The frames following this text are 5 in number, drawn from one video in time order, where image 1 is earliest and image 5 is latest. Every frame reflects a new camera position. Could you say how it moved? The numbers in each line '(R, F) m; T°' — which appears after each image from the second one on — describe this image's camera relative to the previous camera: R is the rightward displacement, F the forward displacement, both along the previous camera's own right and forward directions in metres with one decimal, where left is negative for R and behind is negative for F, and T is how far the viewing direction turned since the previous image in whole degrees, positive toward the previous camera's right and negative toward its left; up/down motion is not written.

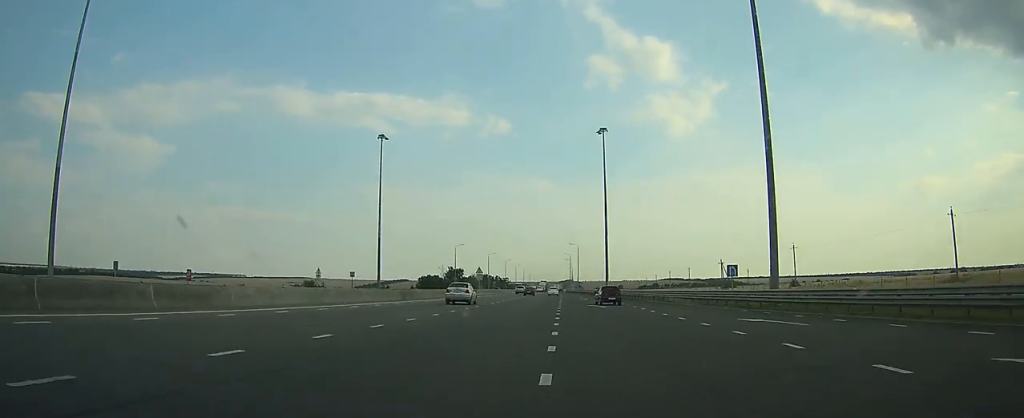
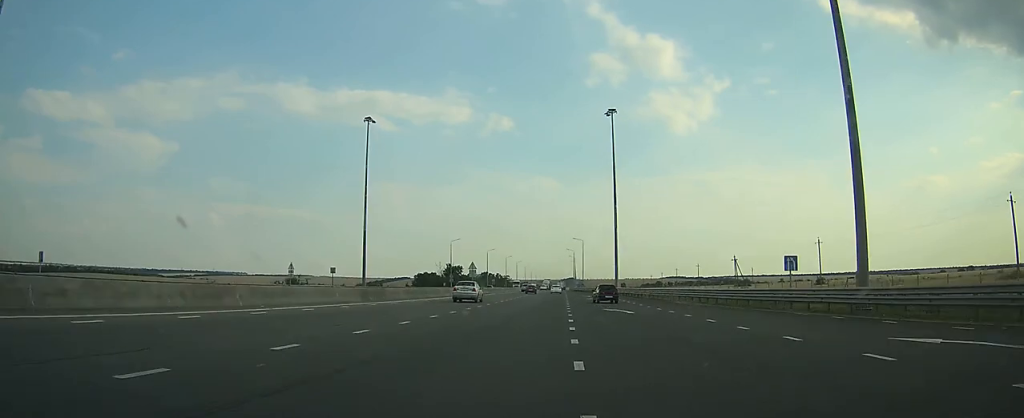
(0.0, +10.8) m; 0°
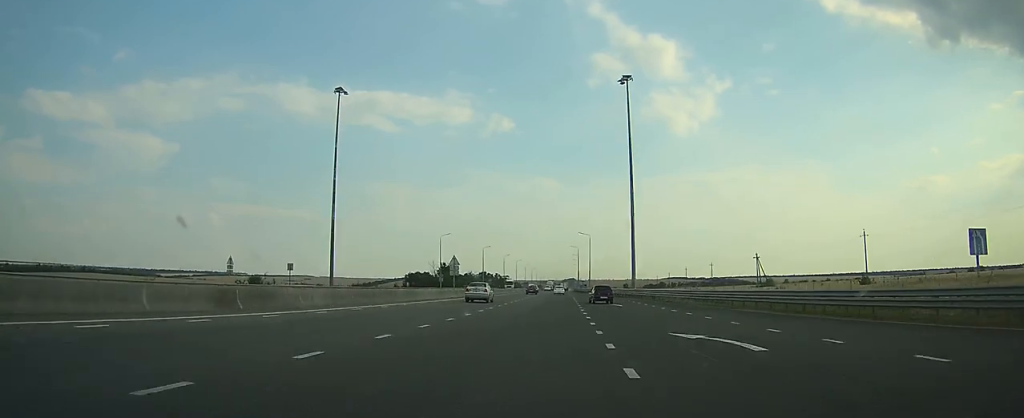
(+0.1, +16.8) m; 0°
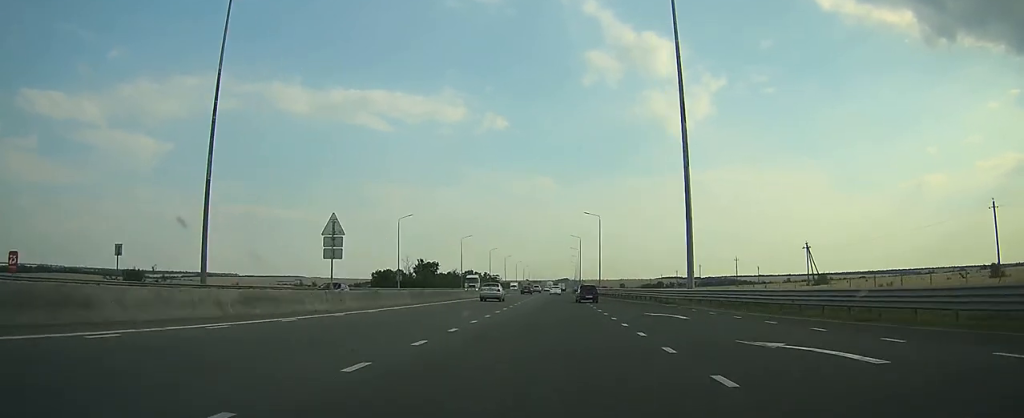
(-0.2, +33.3) m; 0°
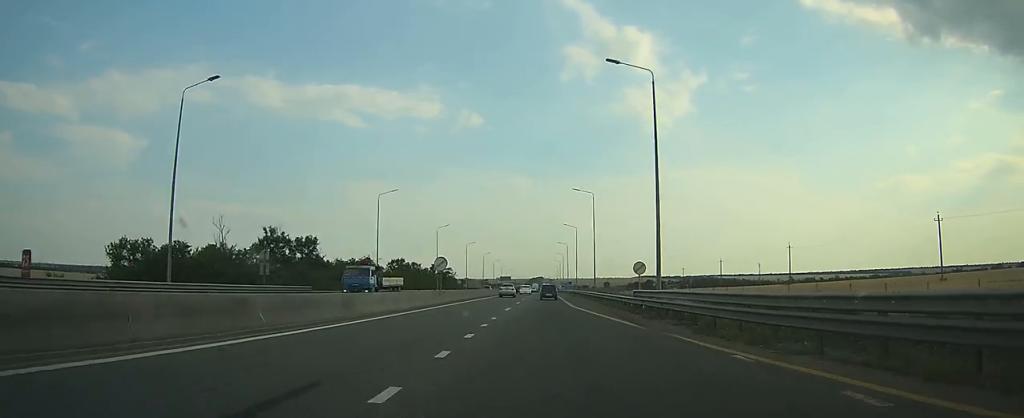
(0.0, +102.9) m; +1°
